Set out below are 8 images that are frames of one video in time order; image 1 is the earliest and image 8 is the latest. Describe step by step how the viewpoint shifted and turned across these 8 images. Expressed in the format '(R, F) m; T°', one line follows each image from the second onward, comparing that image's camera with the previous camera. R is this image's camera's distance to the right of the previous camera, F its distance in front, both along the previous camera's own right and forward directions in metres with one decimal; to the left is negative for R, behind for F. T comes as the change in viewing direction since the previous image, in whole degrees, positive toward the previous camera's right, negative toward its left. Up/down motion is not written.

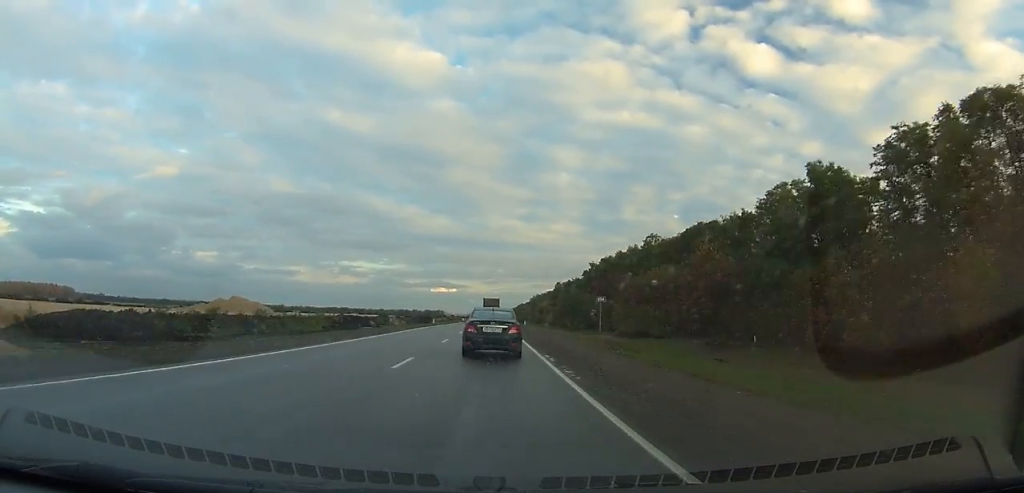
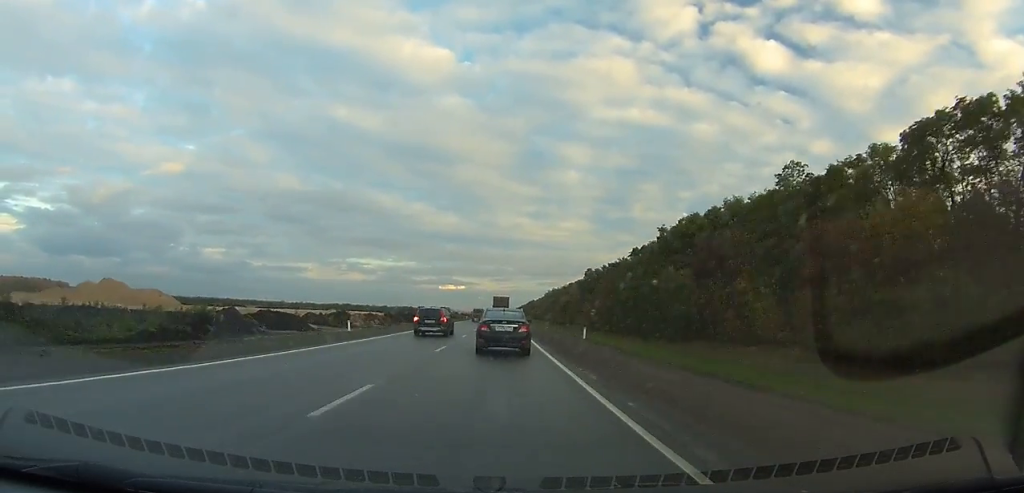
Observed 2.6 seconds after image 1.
(-0.2, +52.6) m; 0°
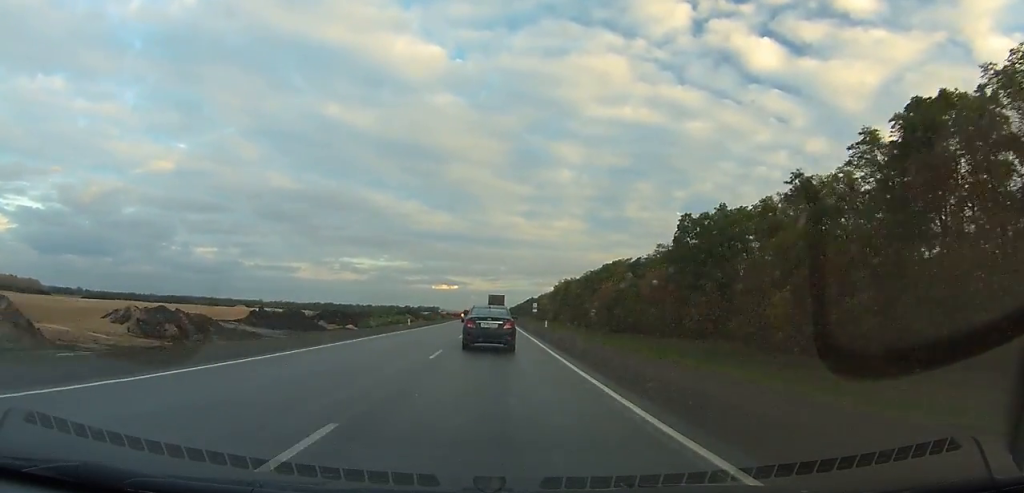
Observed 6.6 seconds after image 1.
(-0.2, +83.6) m; 0°
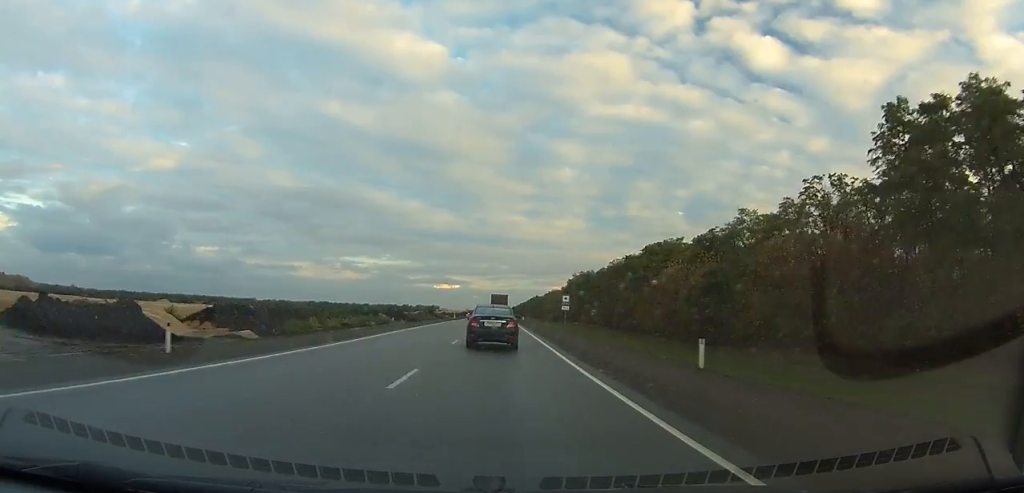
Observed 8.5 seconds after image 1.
(0.0, +41.9) m; 0°
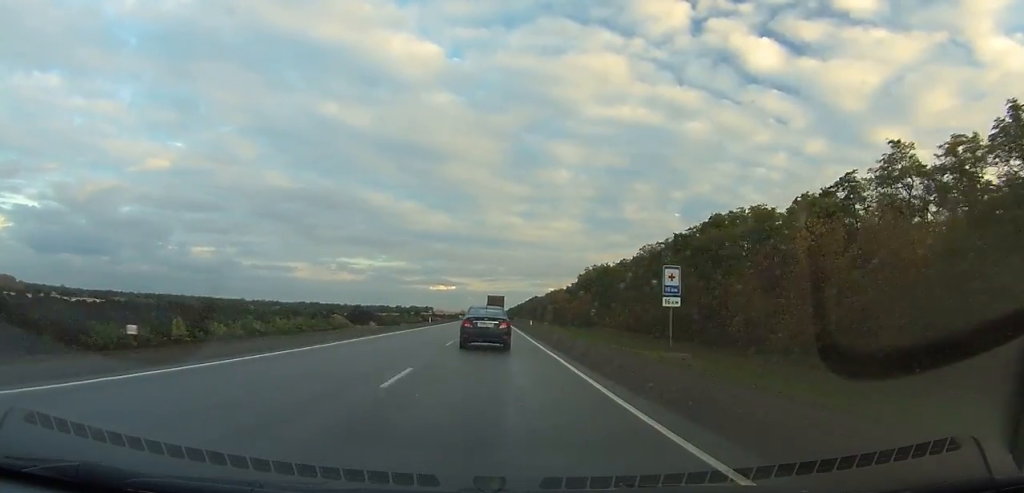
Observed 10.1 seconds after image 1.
(0.0, +35.8) m; 0°
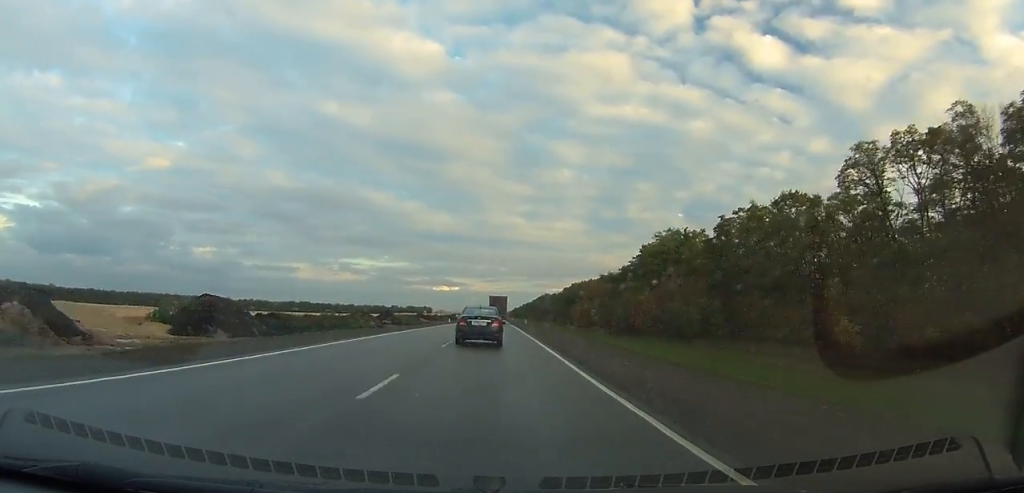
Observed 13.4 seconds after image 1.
(0.0, +73.1) m; 0°
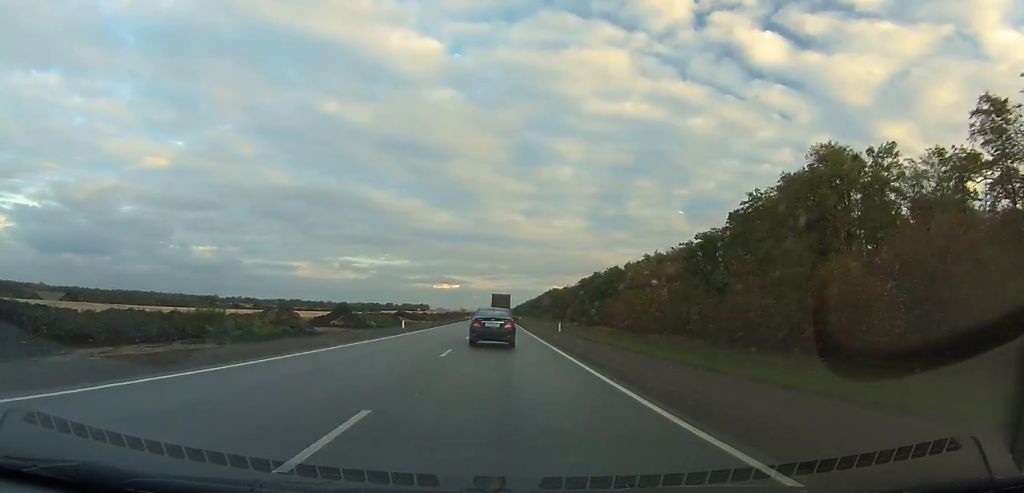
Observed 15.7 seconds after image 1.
(0.0, +53.2) m; 0°
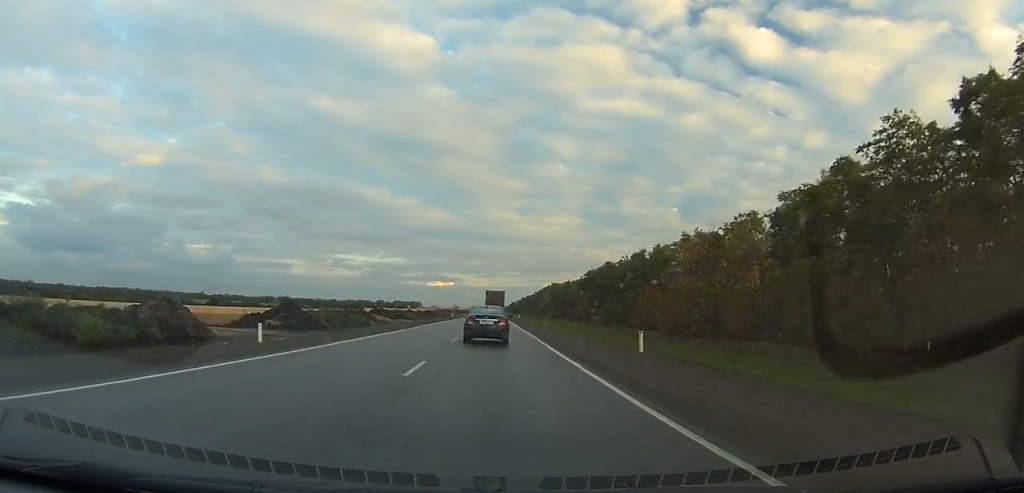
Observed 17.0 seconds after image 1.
(0.0, +30.9) m; 0°
